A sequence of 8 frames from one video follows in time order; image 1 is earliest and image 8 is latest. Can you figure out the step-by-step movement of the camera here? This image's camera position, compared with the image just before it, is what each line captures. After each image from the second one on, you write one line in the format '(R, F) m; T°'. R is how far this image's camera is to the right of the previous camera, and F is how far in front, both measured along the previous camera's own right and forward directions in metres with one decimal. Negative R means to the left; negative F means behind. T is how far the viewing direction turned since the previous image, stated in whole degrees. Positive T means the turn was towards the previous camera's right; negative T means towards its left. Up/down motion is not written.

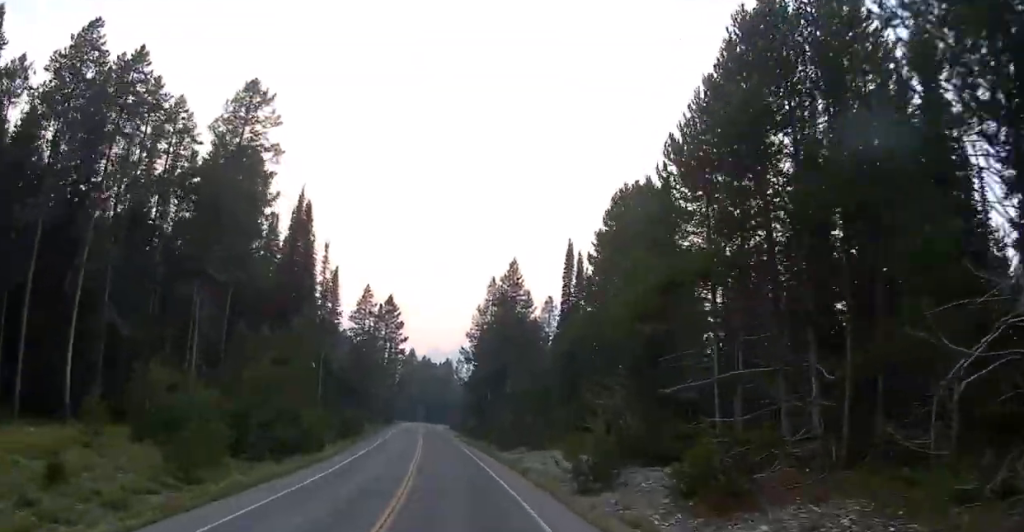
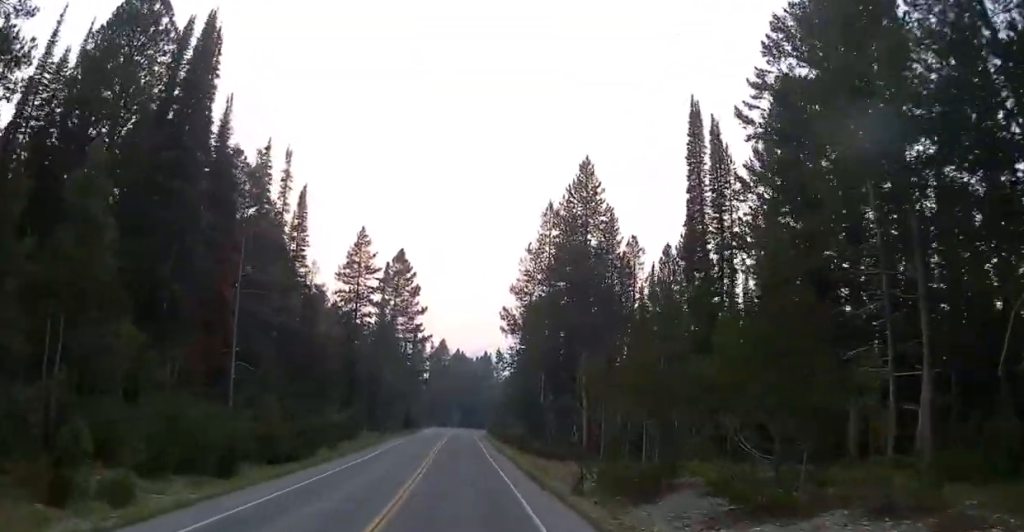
(-1.6, +33.8) m; -1°
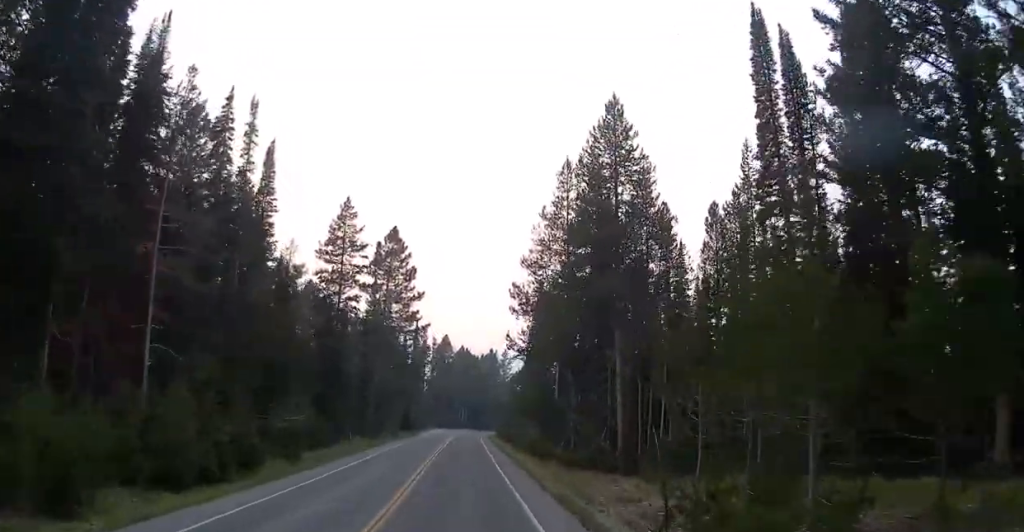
(+0.4, +9.1) m; -2°
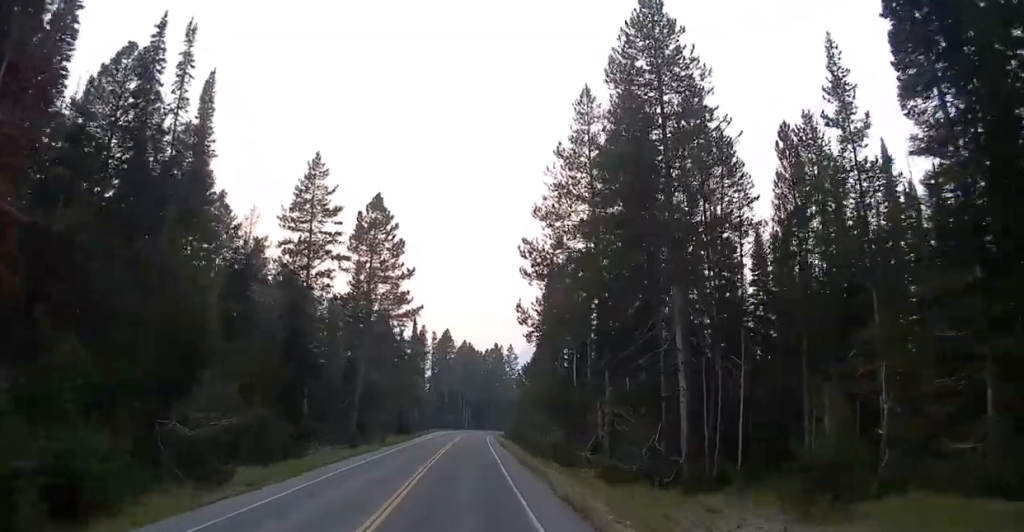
(+0.3, +10.3) m; -3°
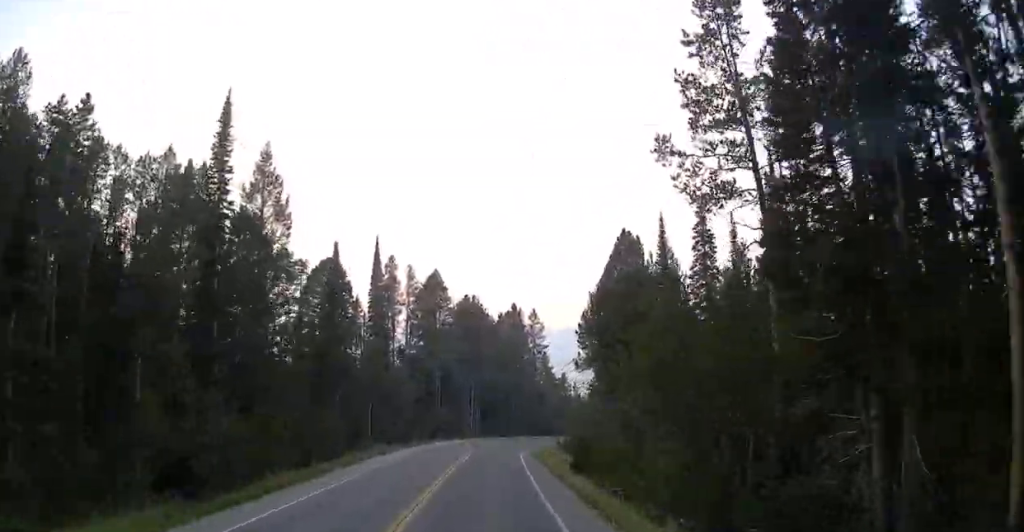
(-4.9, +59.9) m; +3°
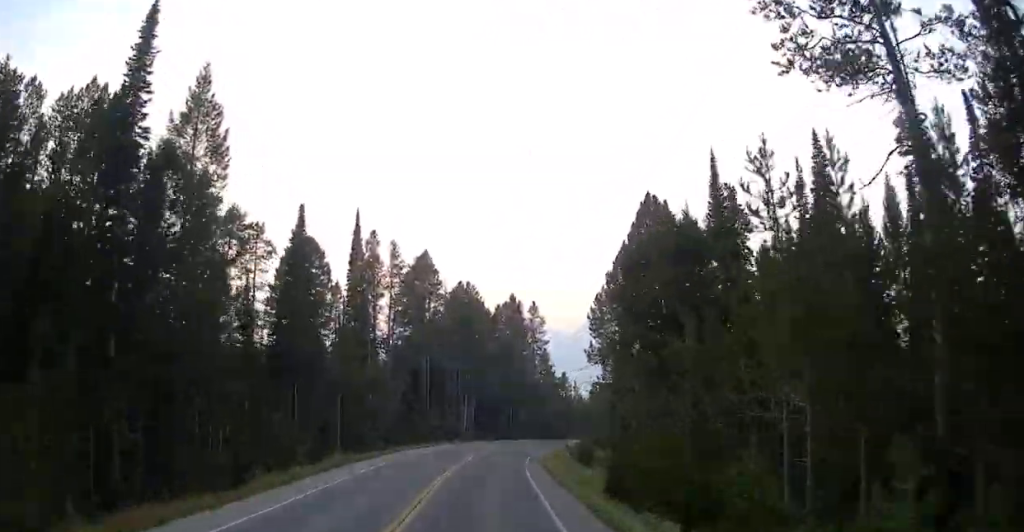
(0.0, +11.5) m; 0°
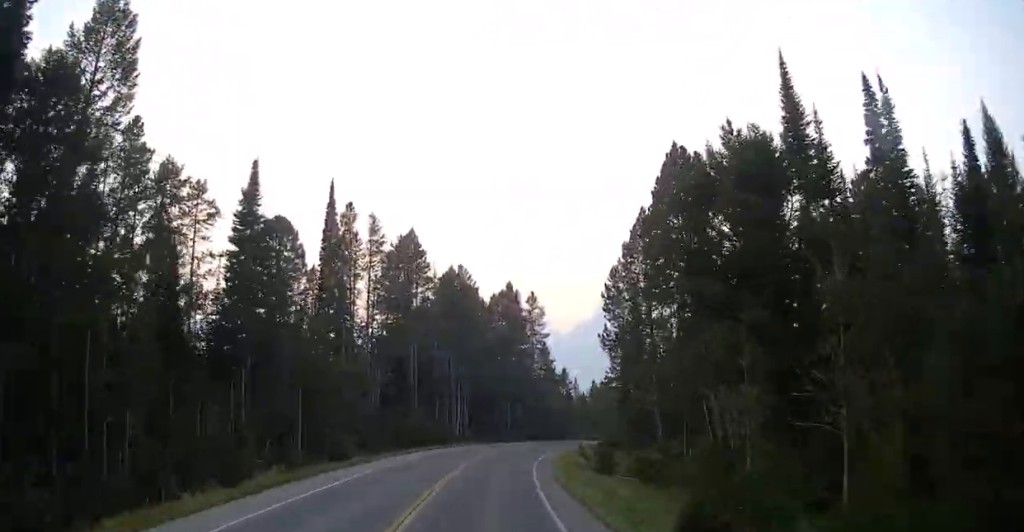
(0.0, +9.9) m; 0°
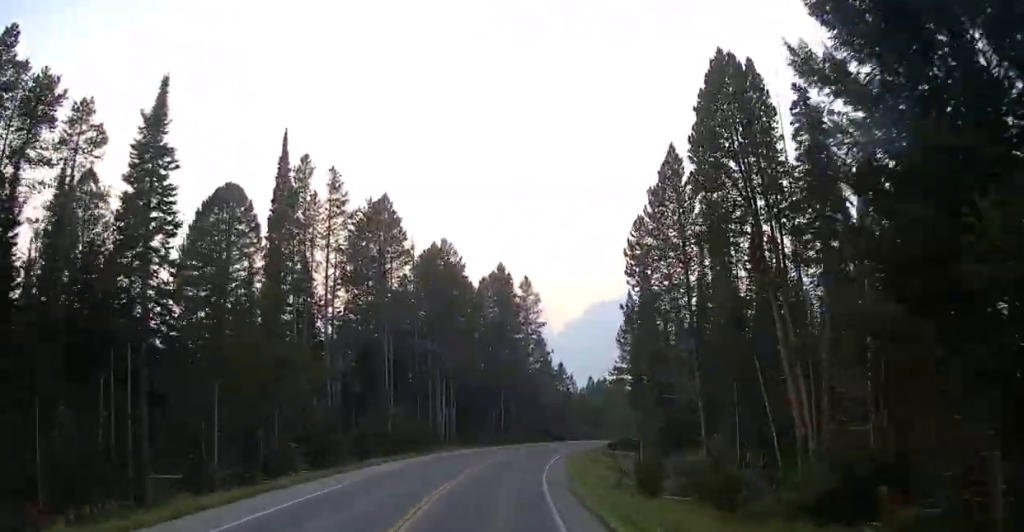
(0.0, +11.6) m; 0°
